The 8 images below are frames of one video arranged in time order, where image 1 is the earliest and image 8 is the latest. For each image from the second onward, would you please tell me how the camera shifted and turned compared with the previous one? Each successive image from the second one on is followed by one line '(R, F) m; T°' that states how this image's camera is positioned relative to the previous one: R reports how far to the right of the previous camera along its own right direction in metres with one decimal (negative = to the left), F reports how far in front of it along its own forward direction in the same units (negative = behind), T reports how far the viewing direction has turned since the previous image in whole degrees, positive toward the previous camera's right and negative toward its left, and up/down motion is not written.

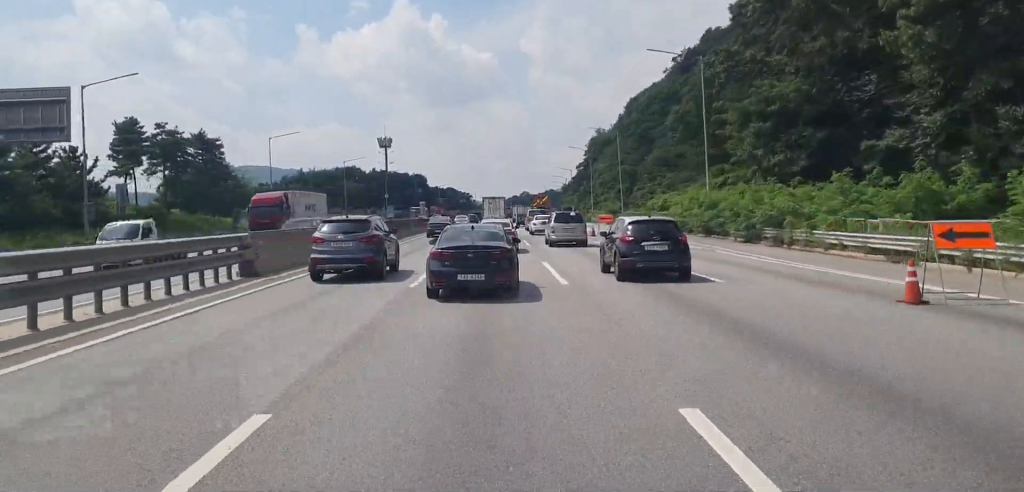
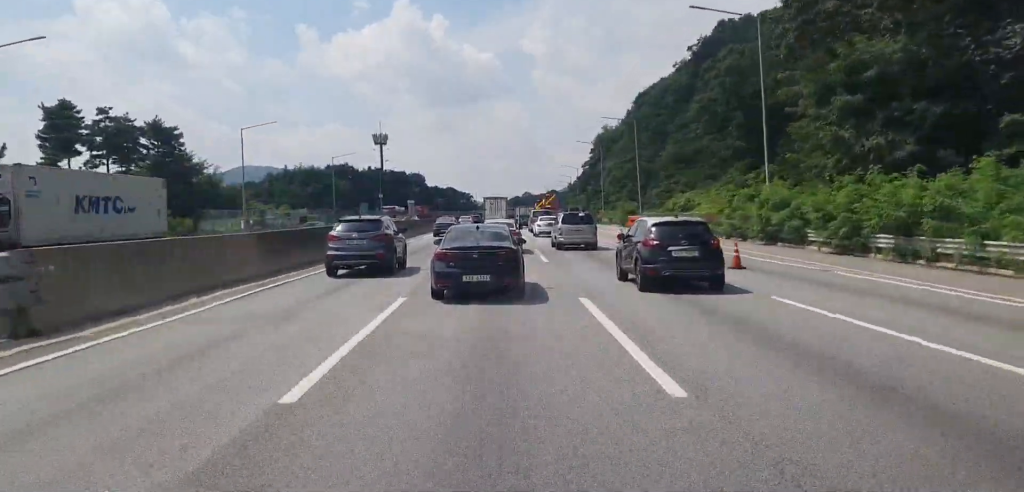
(+0.3, +10.9) m; 0°
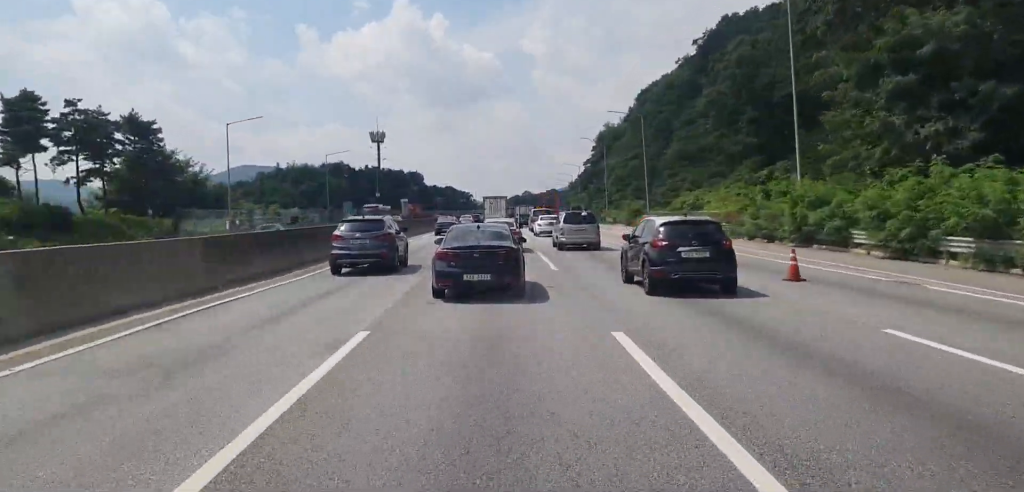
(+0.1, +4.6) m; -1°
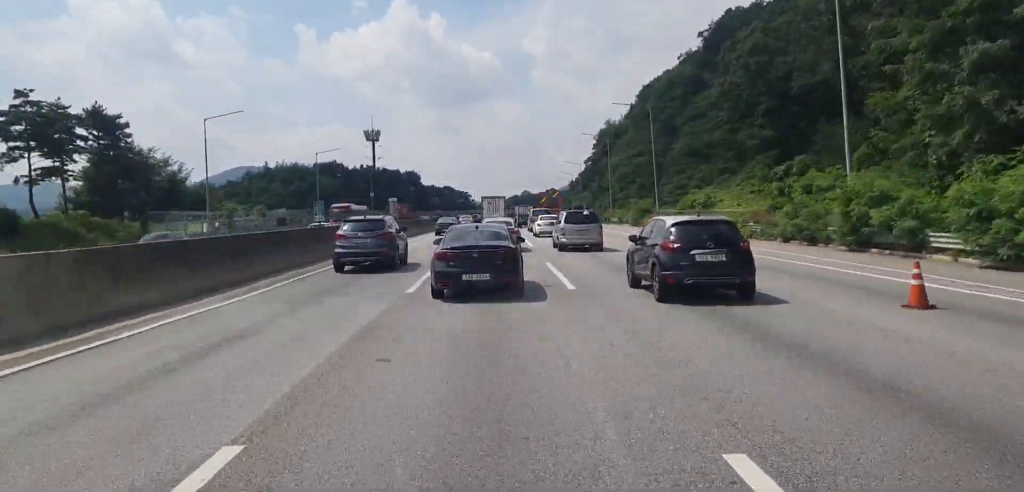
(-0.2, +5.6) m; 0°
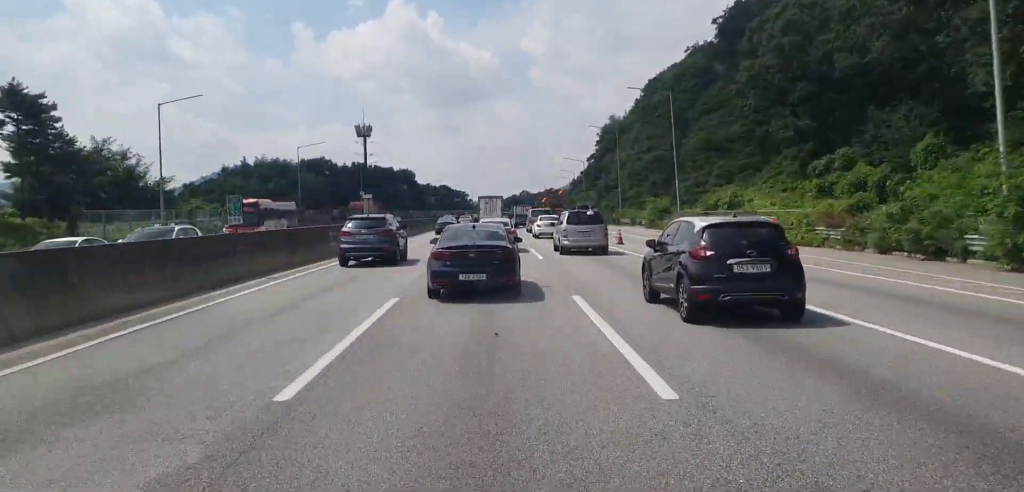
(-0.1, +9.8) m; +1°
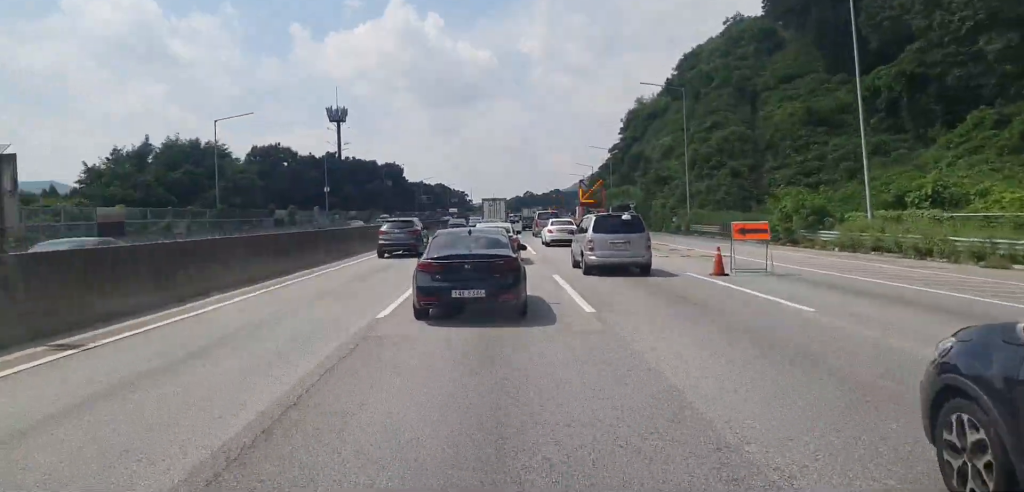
(+0.5, +33.7) m; -1°
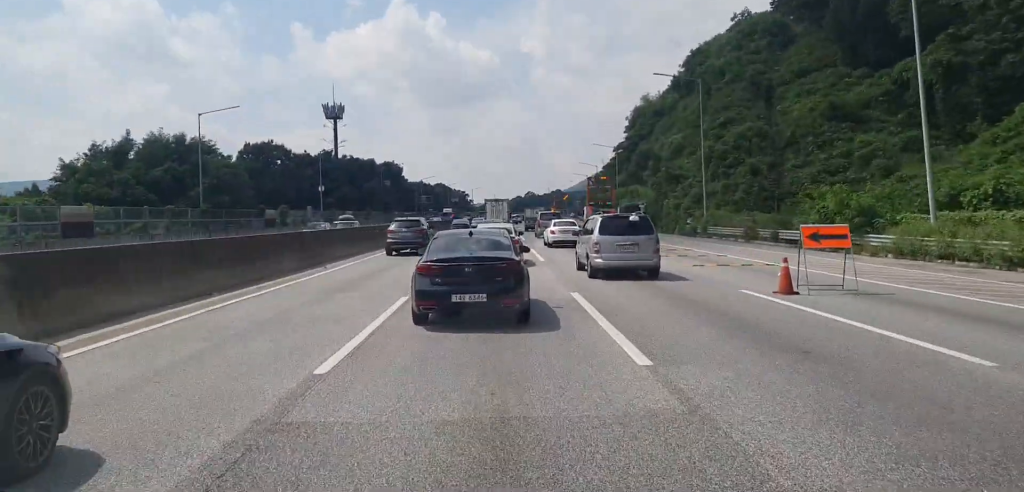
(-0.2, +4.9) m; 0°
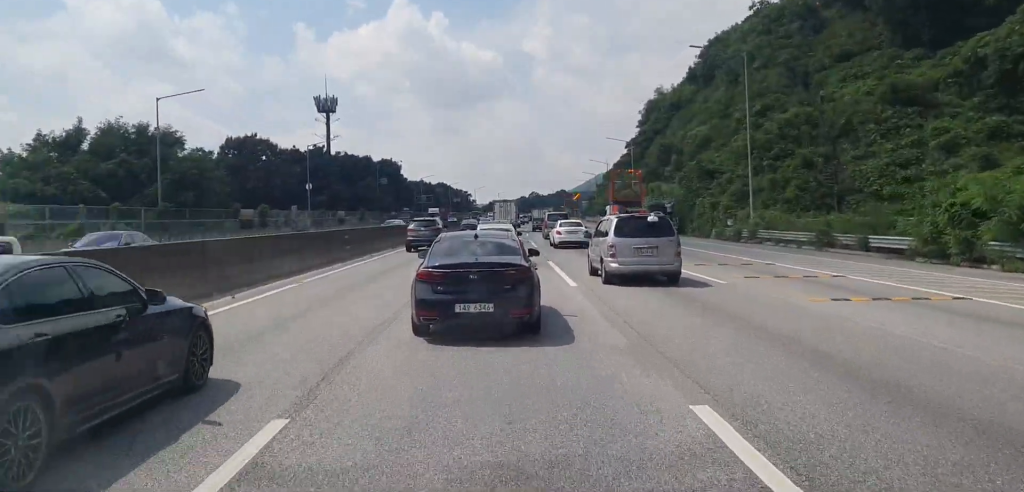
(+0.5, +10.2) m; +3°
